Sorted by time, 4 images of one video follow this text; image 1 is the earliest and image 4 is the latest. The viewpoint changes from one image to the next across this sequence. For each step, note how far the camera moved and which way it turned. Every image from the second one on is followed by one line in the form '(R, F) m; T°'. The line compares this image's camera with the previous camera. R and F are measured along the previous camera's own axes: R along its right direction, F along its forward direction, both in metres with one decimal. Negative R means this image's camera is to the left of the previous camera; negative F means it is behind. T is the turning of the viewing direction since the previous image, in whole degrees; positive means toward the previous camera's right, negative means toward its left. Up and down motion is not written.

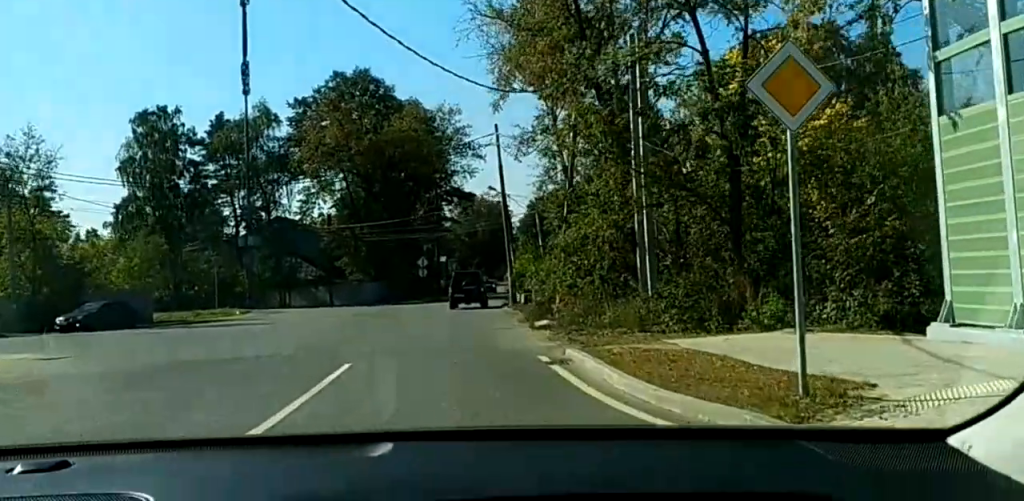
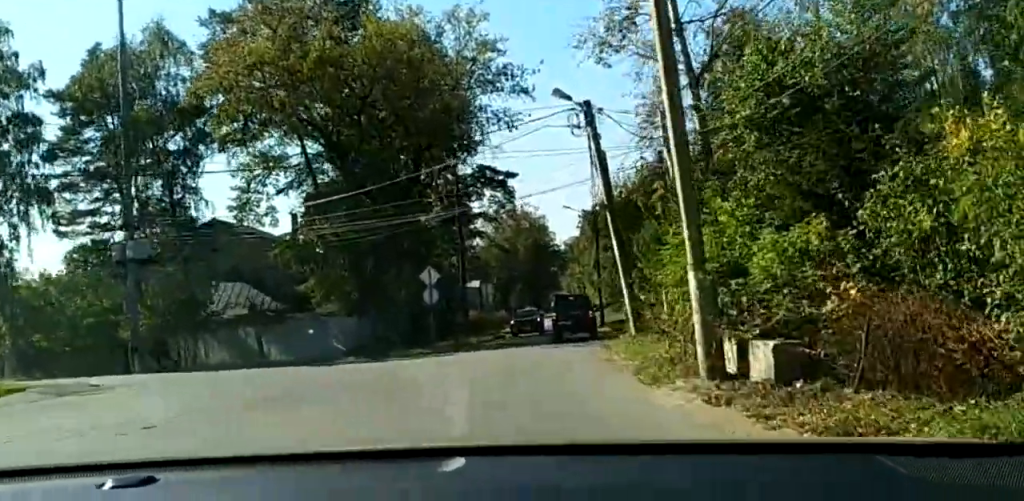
(-0.7, +37.4) m; 0°
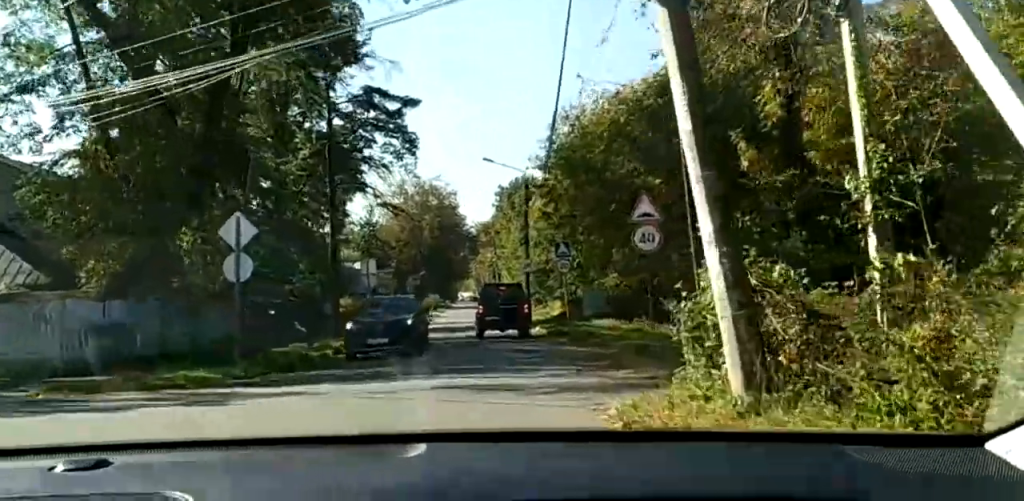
(+0.4, +20.6) m; +2°
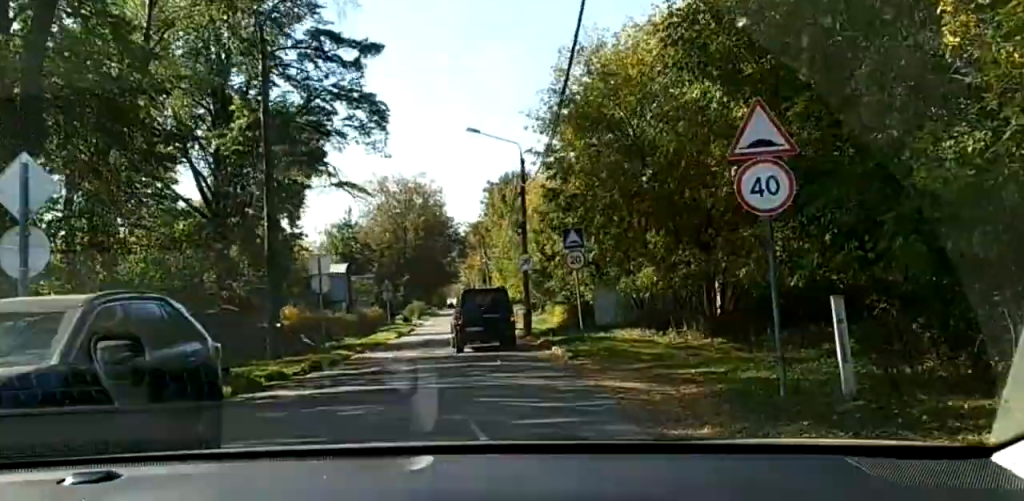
(+0.1, +10.9) m; +1°
